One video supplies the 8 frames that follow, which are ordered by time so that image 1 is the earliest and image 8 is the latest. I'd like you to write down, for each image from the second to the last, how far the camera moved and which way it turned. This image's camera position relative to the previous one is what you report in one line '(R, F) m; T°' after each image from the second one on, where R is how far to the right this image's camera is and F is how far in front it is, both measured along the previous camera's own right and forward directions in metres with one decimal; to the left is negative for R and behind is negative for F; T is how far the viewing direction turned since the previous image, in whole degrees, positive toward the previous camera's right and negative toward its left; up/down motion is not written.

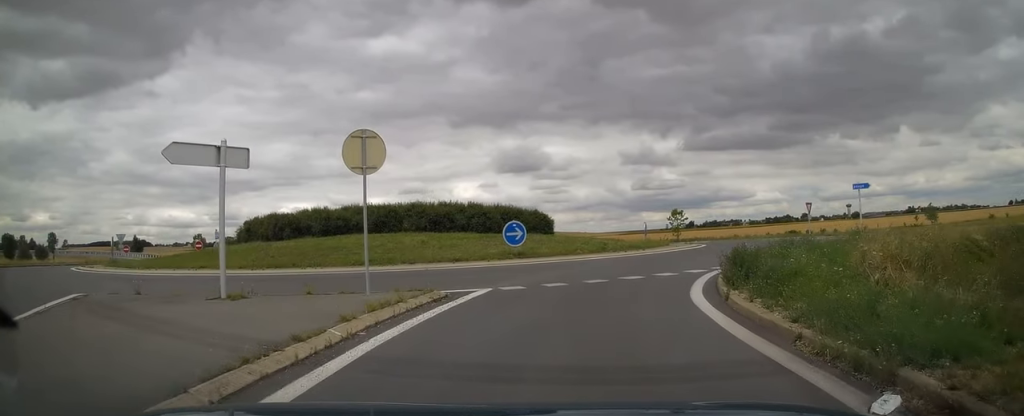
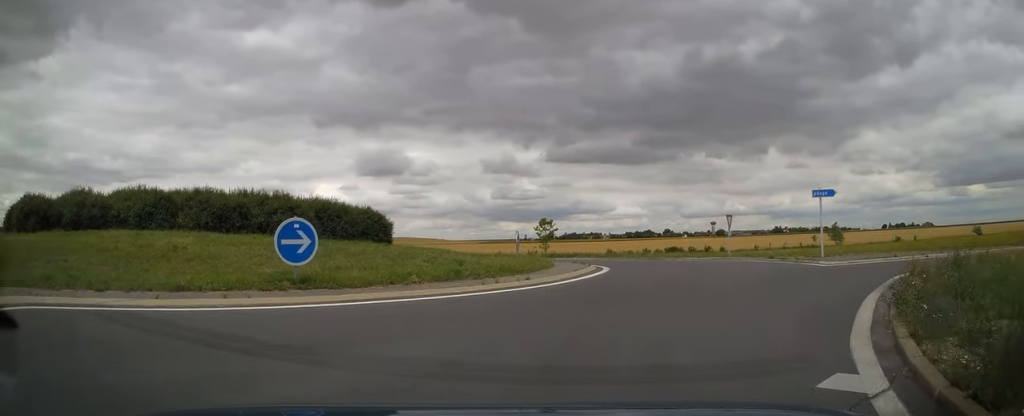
(+1.0, +12.4) m; +15°
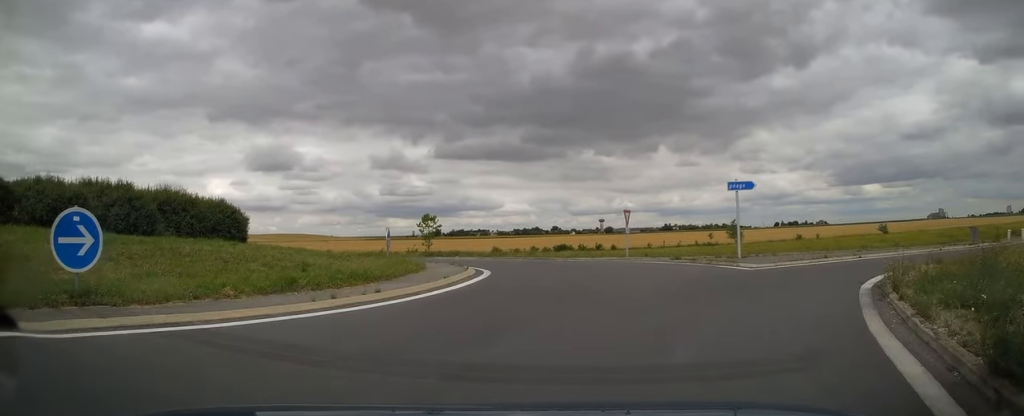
(+0.5, +4.1) m; +6°
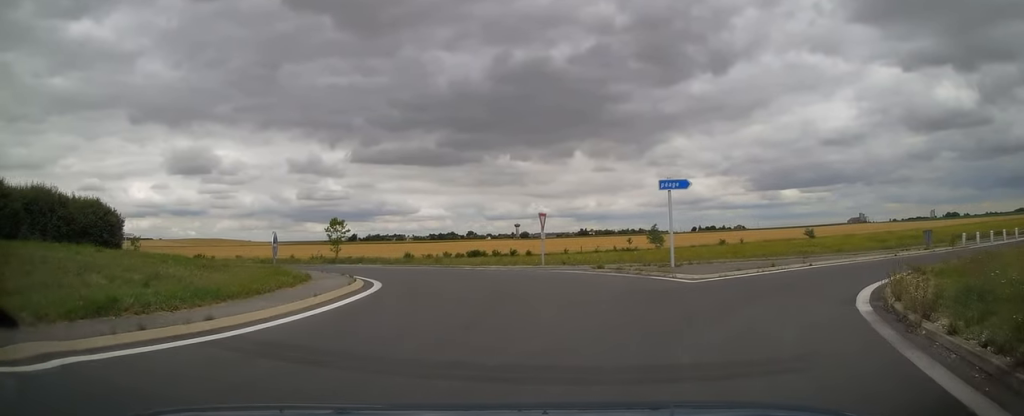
(0.0, +3.4) m; +5°
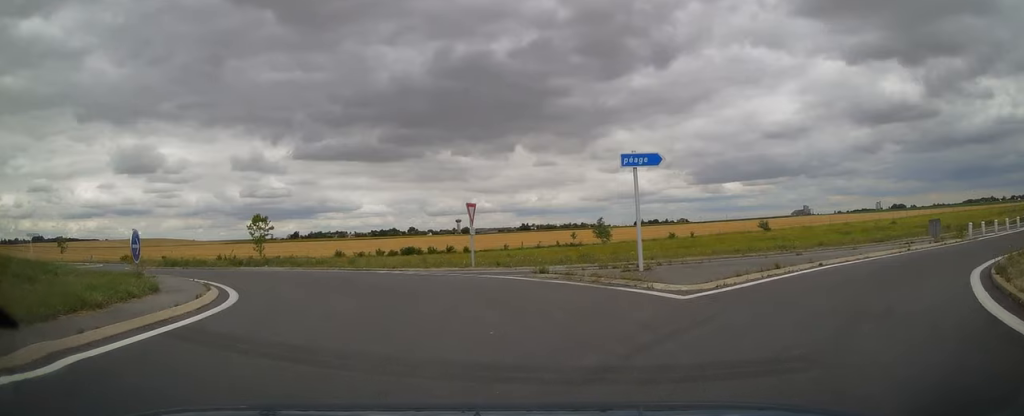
(+0.5, +6.0) m; +2°
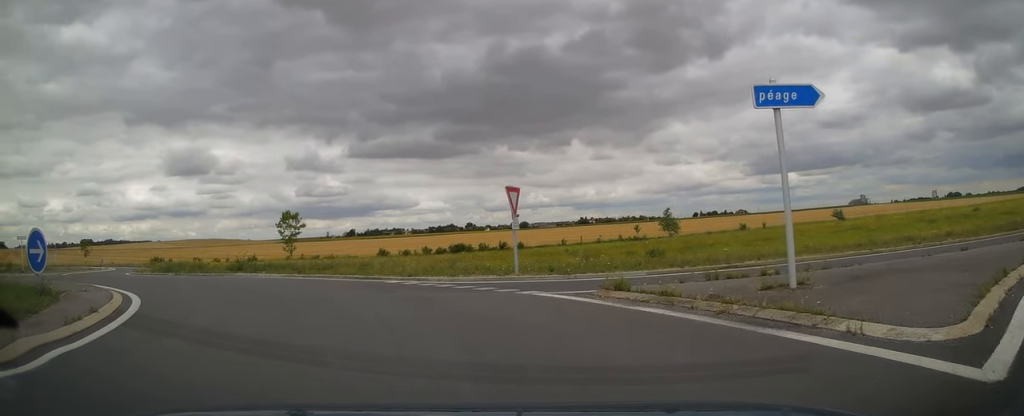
(0.0, +7.2) m; -5°
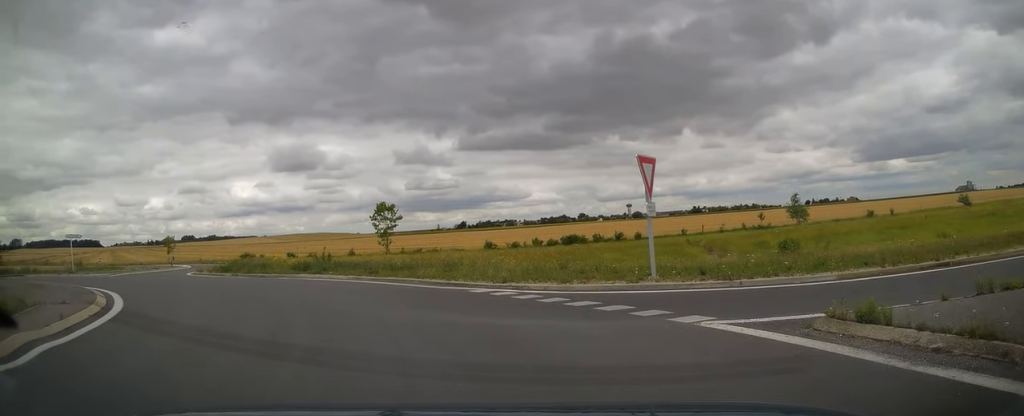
(-0.3, +5.4) m; -9°
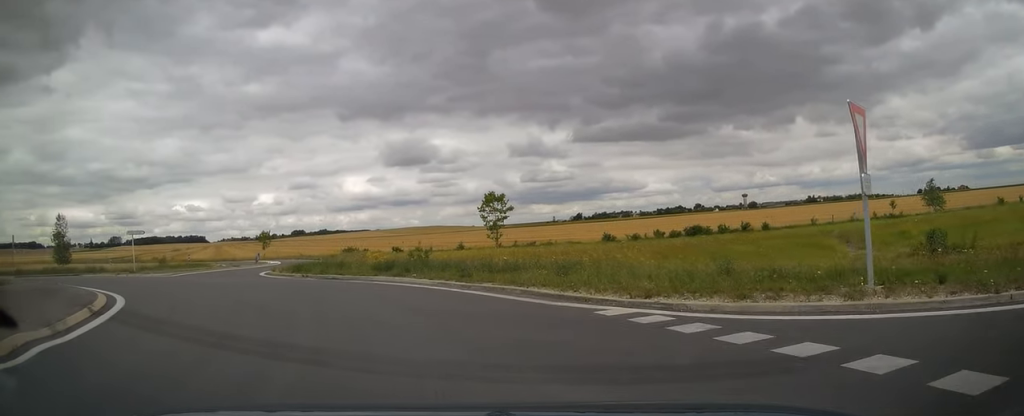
(-0.1, +4.9) m; -11°
